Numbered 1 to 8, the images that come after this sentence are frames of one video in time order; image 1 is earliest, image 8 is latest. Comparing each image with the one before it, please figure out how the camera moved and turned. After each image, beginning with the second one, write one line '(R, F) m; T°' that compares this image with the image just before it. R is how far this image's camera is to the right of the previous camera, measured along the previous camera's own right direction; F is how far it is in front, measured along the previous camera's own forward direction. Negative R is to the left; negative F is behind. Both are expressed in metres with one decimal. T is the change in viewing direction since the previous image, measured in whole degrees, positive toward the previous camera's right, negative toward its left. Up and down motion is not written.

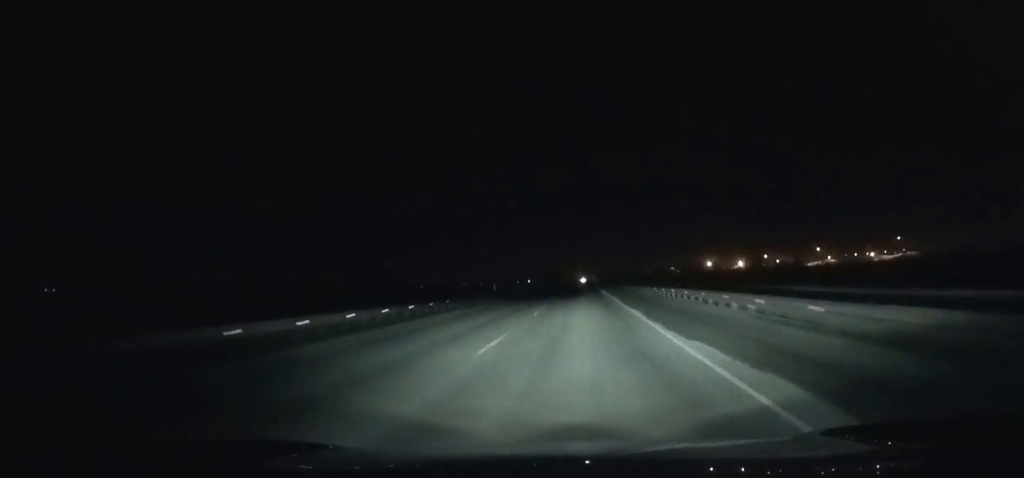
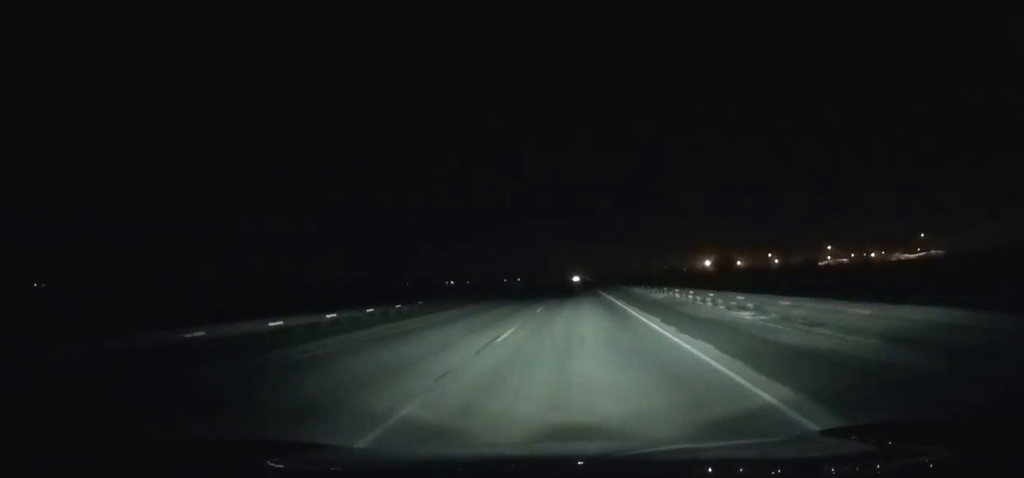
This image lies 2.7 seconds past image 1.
(+0.1, +70.0) m; 0°
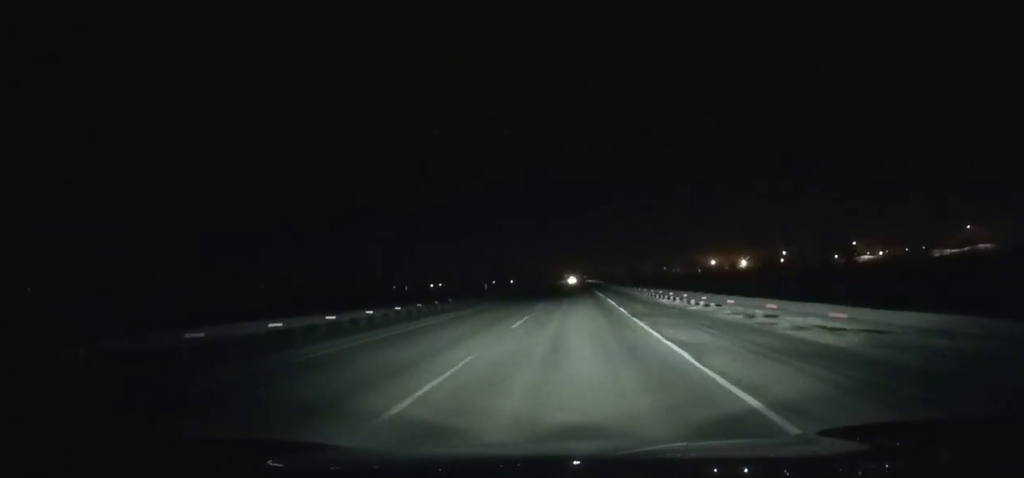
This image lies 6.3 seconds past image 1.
(+0.4, +91.8) m; 0°
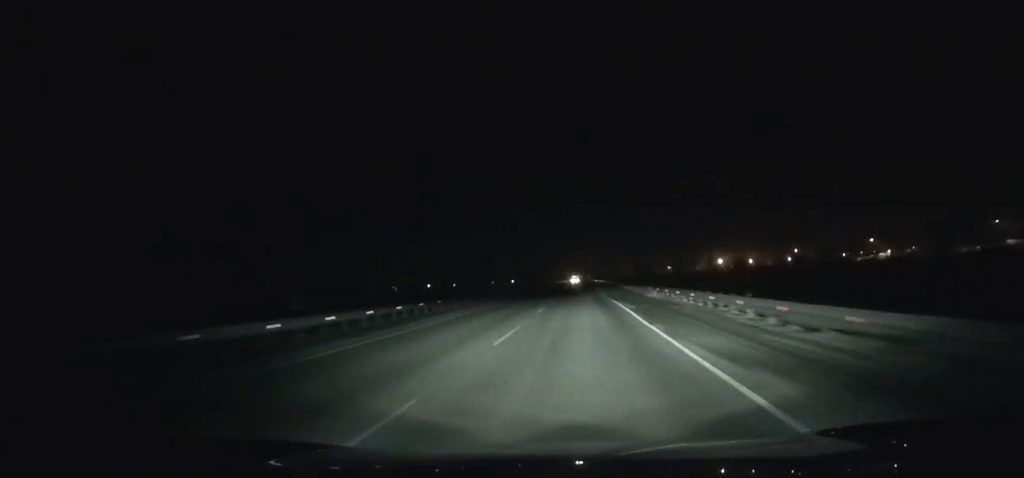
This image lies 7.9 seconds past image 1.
(+0.1, +40.2) m; 0°
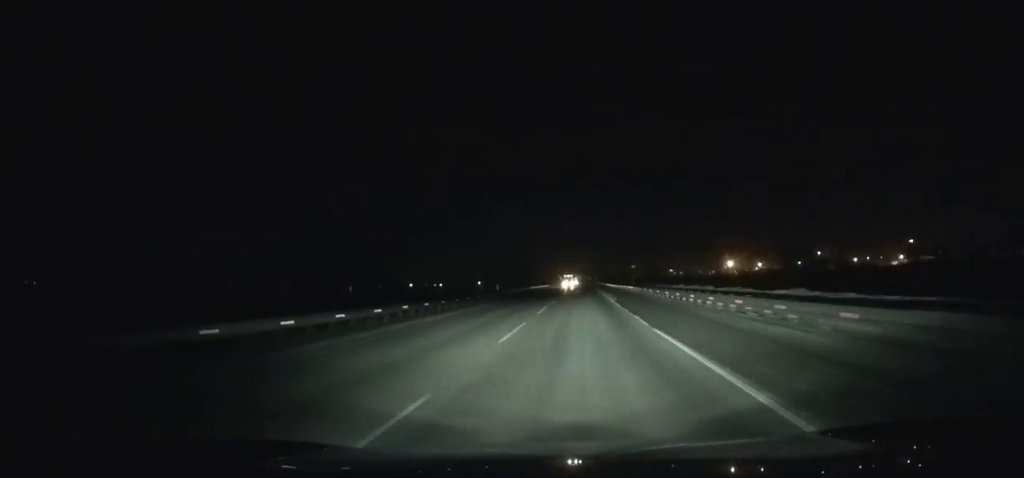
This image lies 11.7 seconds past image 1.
(-0.9, +94.2) m; 0°
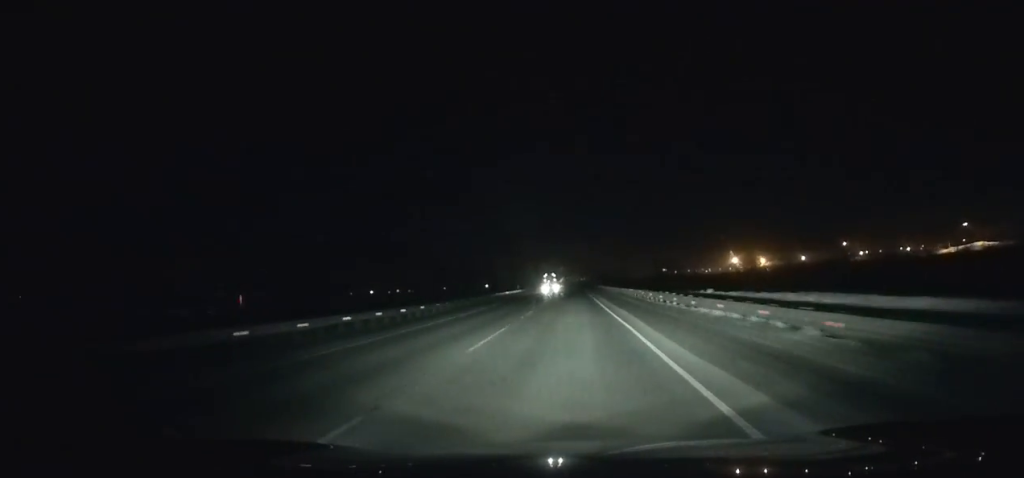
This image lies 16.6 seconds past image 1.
(+1.3, +120.6) m; +1°
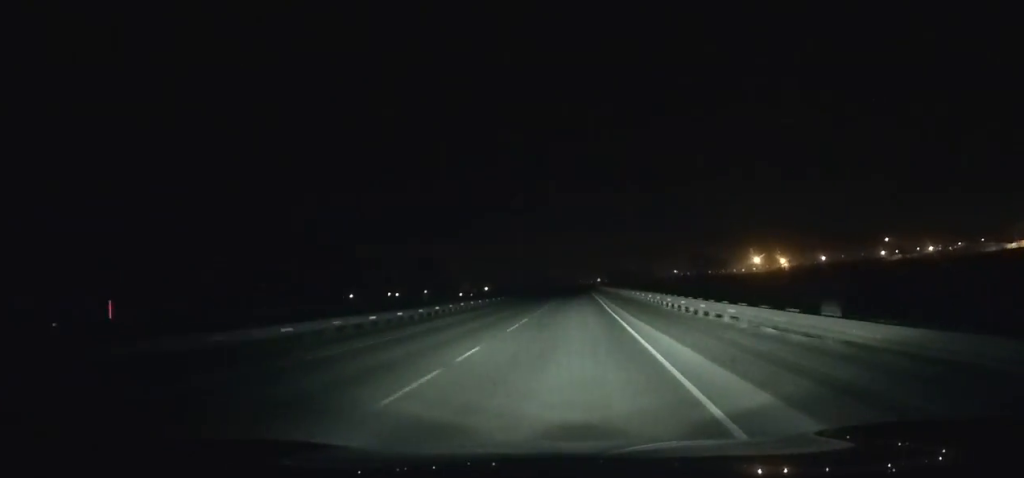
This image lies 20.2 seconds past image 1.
(0.0, +89.0) m; 0°
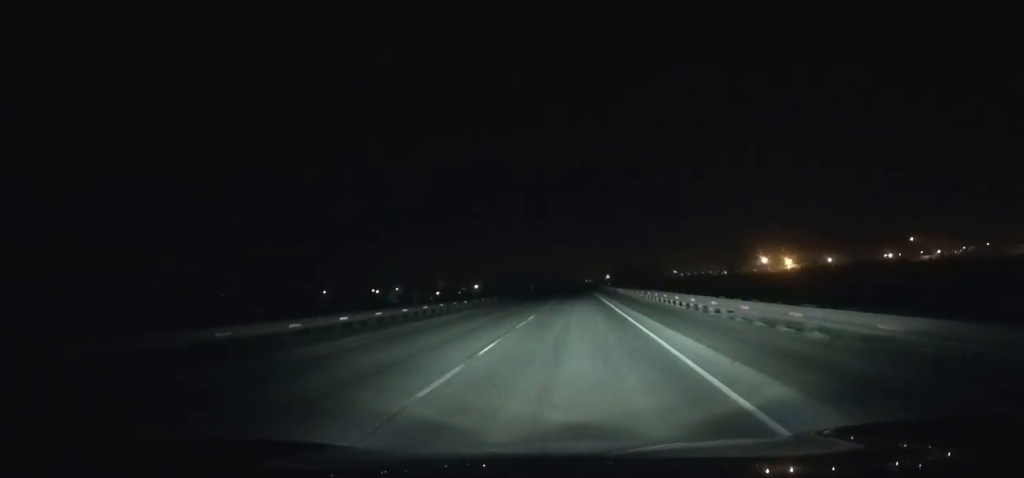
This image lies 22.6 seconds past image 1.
(-0.5, +59.3) m; 0°
